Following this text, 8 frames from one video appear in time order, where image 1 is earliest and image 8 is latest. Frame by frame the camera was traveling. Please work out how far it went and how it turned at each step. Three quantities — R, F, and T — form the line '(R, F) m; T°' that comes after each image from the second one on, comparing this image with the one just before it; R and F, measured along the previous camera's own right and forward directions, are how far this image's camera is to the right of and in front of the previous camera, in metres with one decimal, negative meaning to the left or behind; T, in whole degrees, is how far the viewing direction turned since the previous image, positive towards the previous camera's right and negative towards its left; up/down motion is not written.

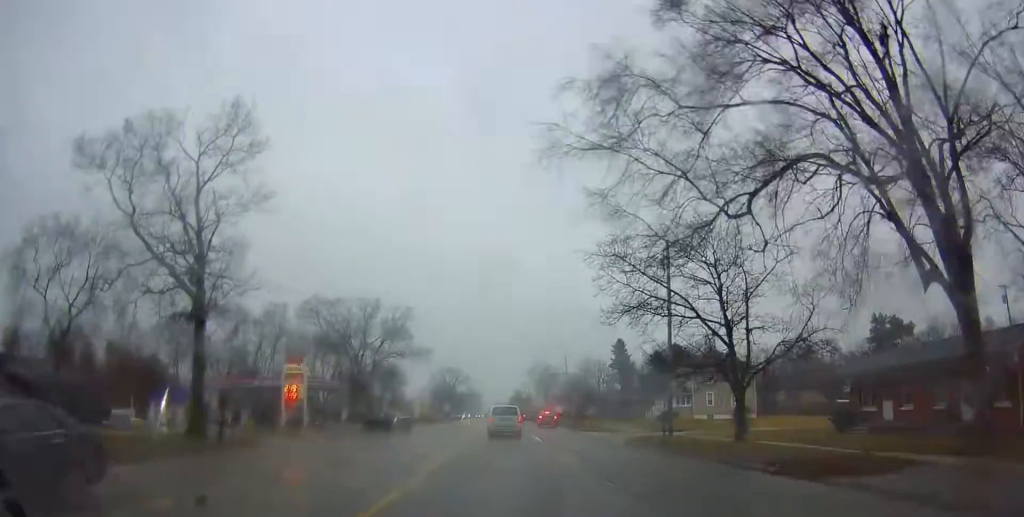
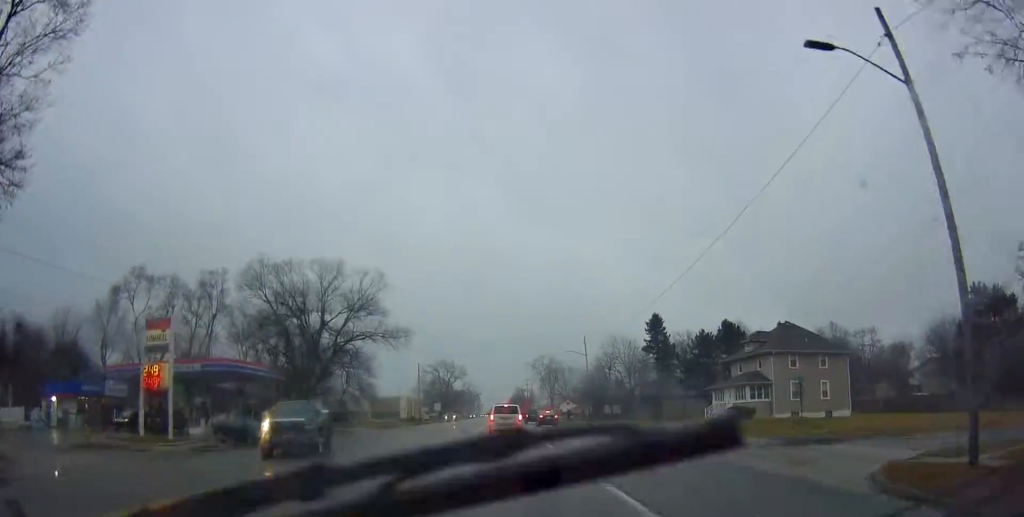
(0.0, +21.5) m; -1°
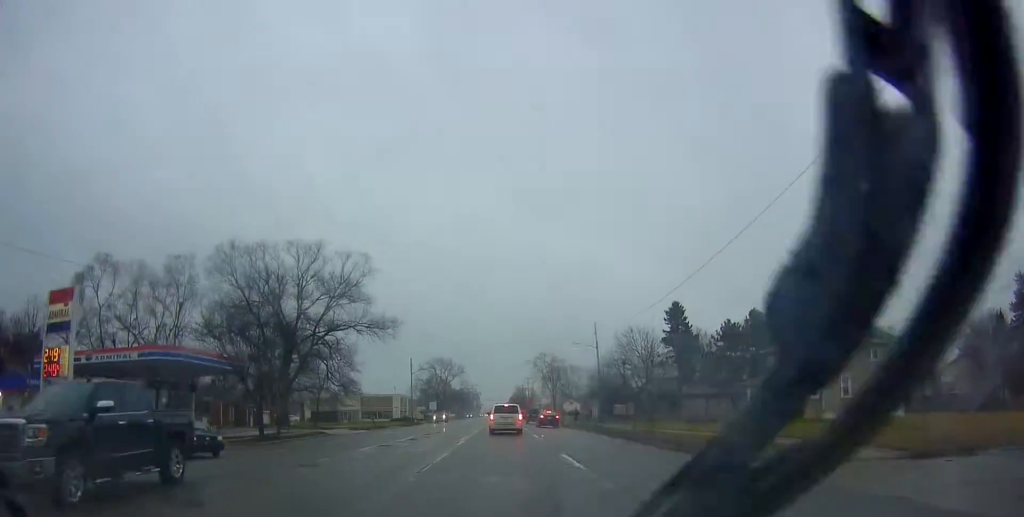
(0.0, +8.3) m; -1°
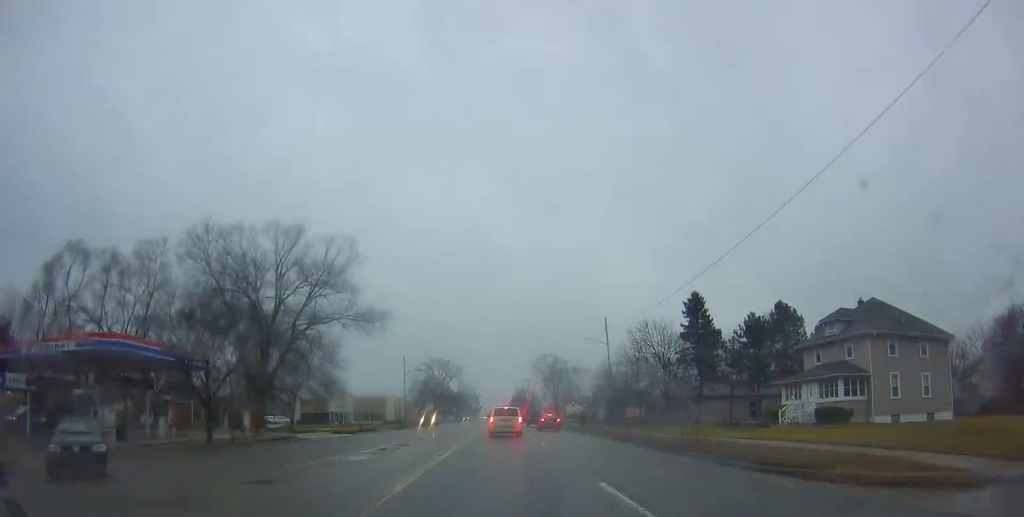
(-0.2, +6.5) m; 0°
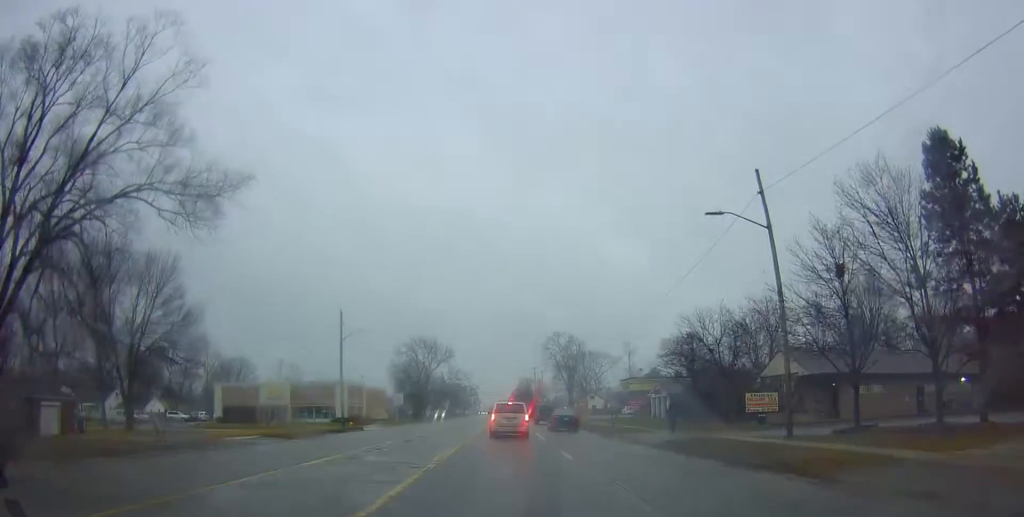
(-0.7, +35.8) m; -1°
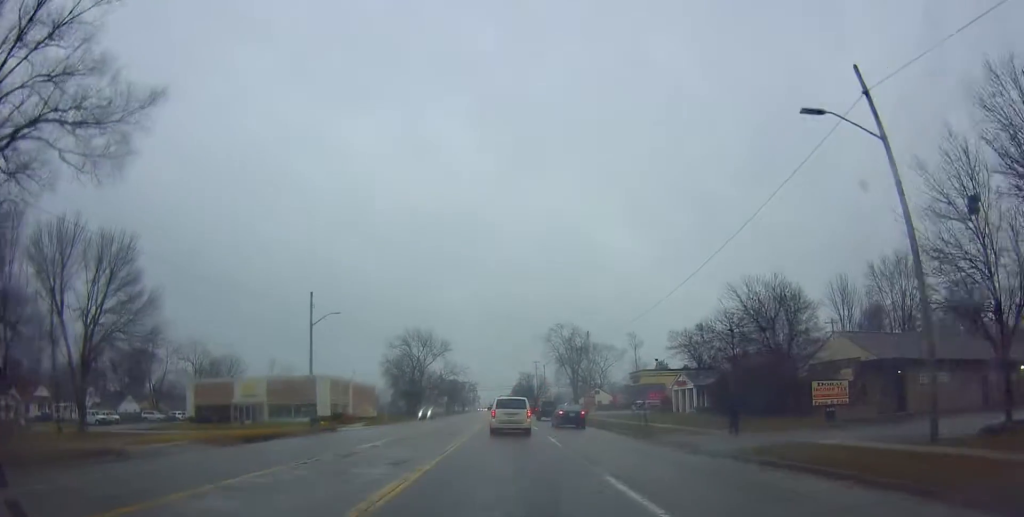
(-0.1, +8.6) m; 0°
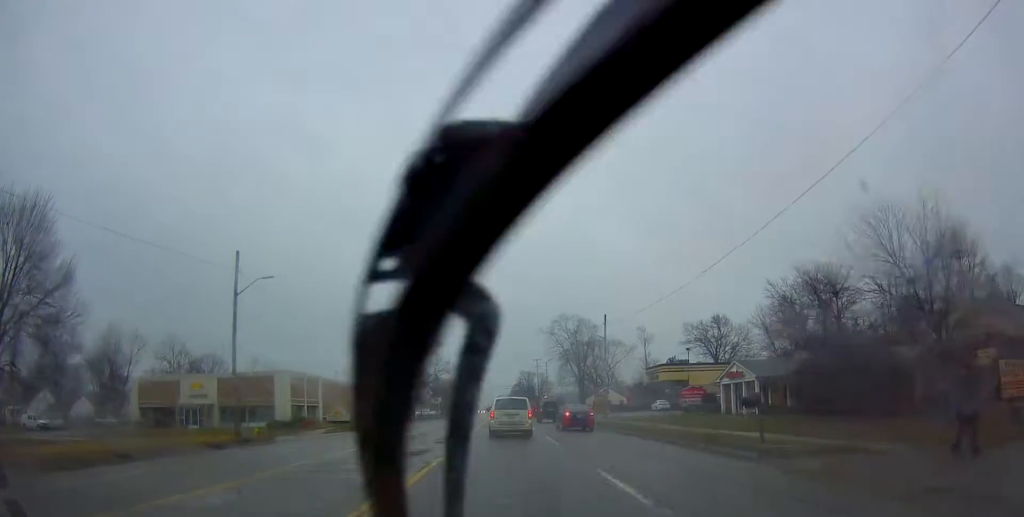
(+0.5, +14.0) m; 0°
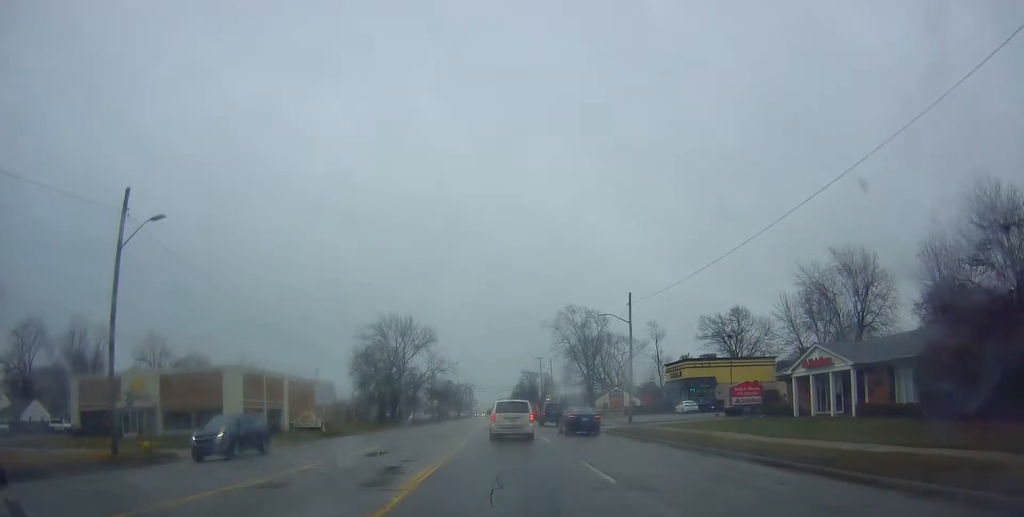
(-0.7, +12.2) m; 0°
